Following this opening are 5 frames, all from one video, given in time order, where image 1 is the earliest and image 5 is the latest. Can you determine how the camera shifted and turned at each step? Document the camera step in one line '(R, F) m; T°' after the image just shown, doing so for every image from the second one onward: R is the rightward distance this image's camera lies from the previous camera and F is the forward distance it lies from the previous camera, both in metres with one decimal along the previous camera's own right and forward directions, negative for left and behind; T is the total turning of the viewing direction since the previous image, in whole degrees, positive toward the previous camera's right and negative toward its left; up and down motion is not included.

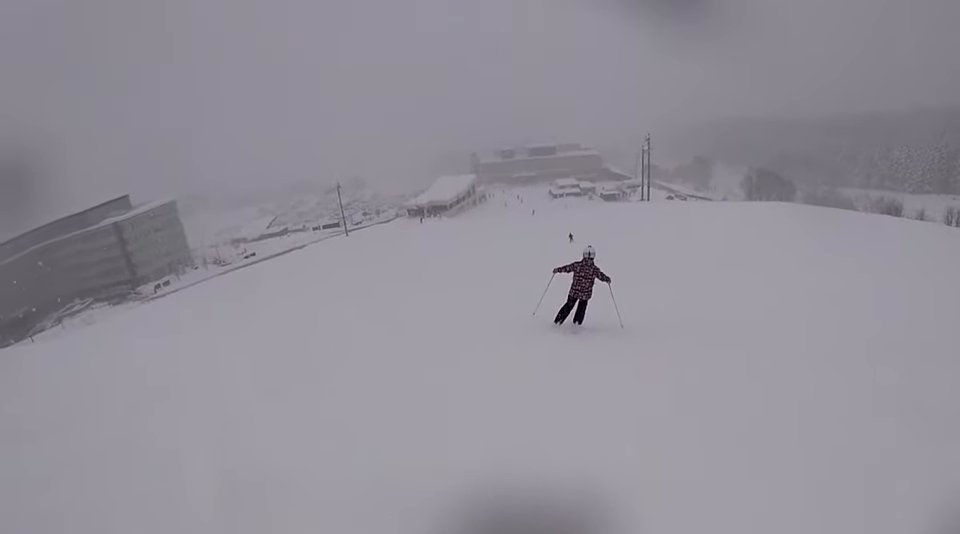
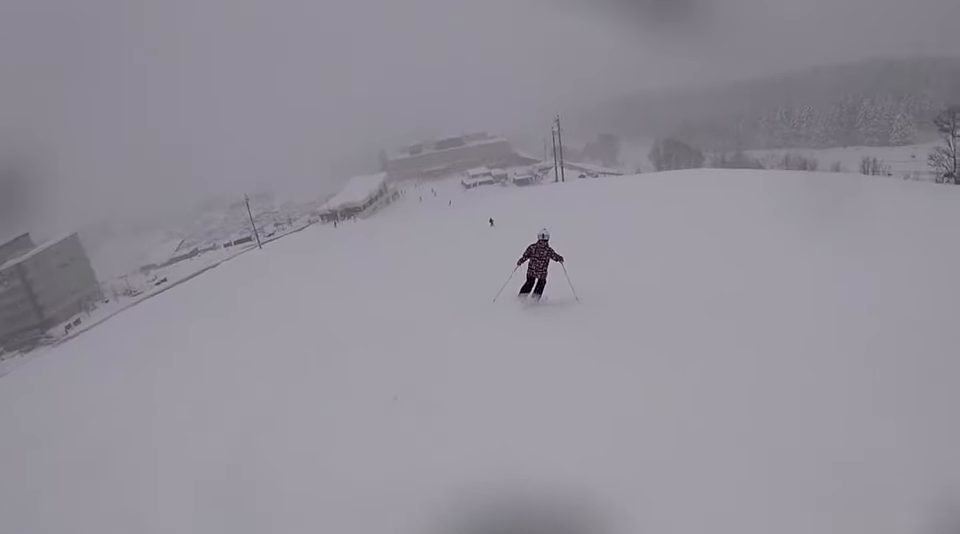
(+0.4, +1.8) m; +13°
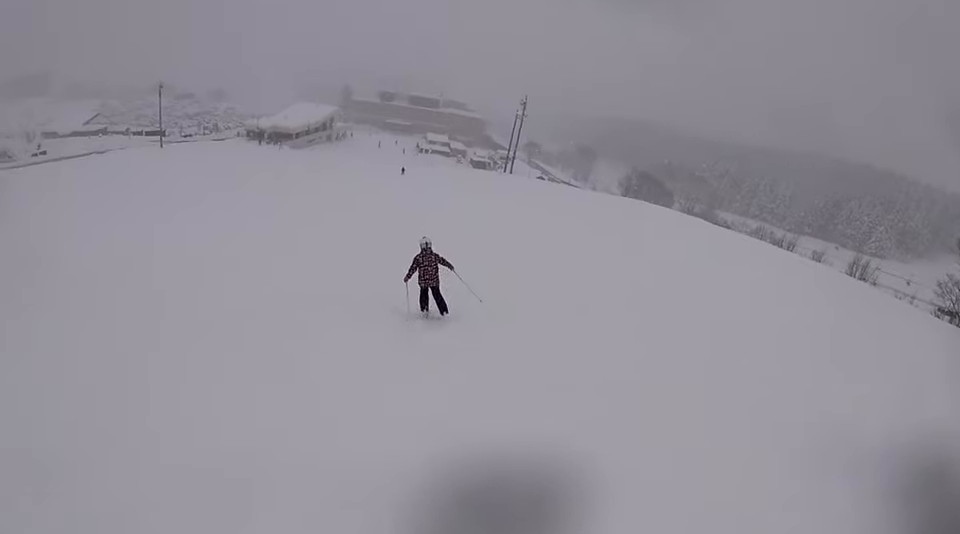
(+9.0, +15.3) m; +17°
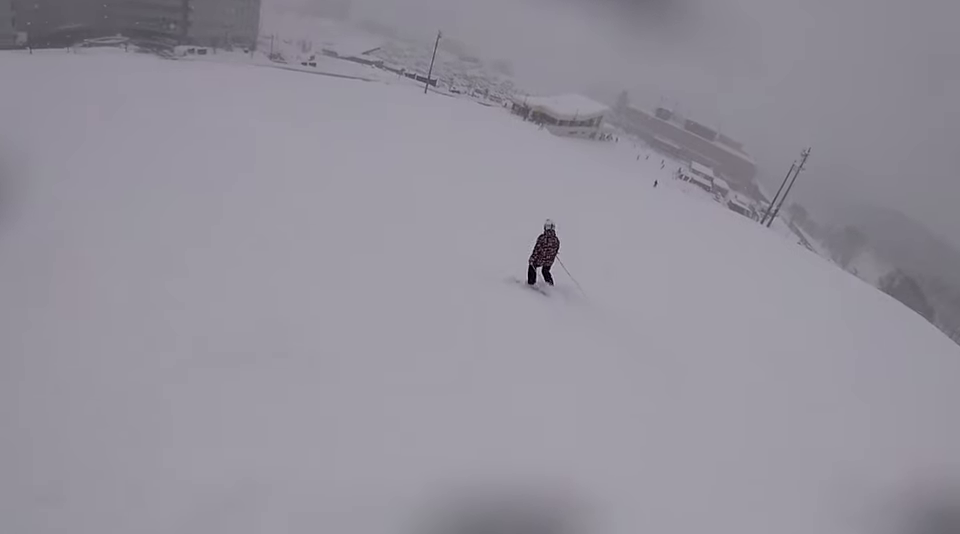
(-2.6, +5.3) m; -45°
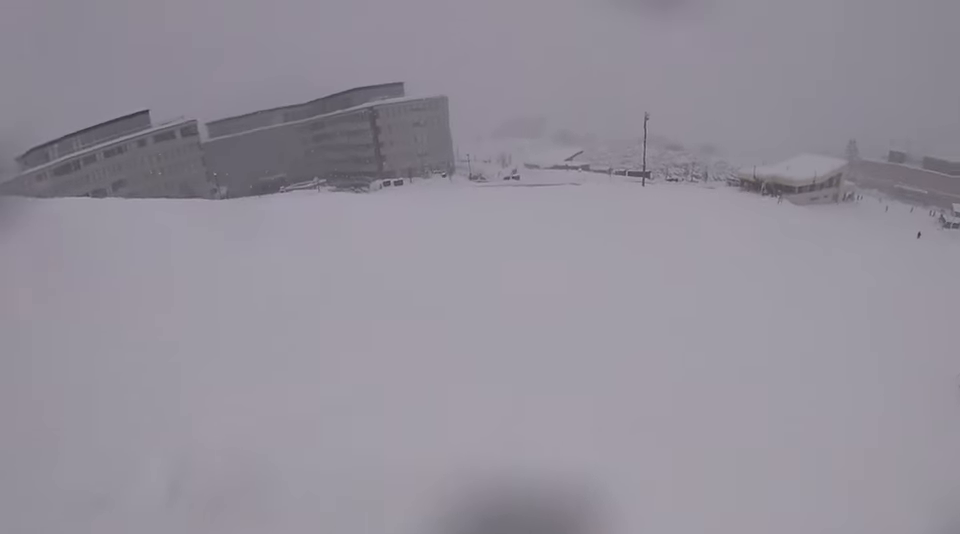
(-6.2, +14.5) m; -16°
